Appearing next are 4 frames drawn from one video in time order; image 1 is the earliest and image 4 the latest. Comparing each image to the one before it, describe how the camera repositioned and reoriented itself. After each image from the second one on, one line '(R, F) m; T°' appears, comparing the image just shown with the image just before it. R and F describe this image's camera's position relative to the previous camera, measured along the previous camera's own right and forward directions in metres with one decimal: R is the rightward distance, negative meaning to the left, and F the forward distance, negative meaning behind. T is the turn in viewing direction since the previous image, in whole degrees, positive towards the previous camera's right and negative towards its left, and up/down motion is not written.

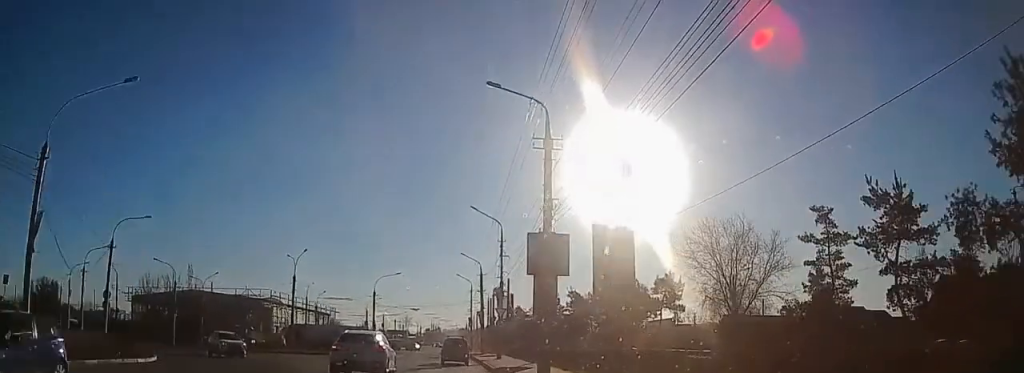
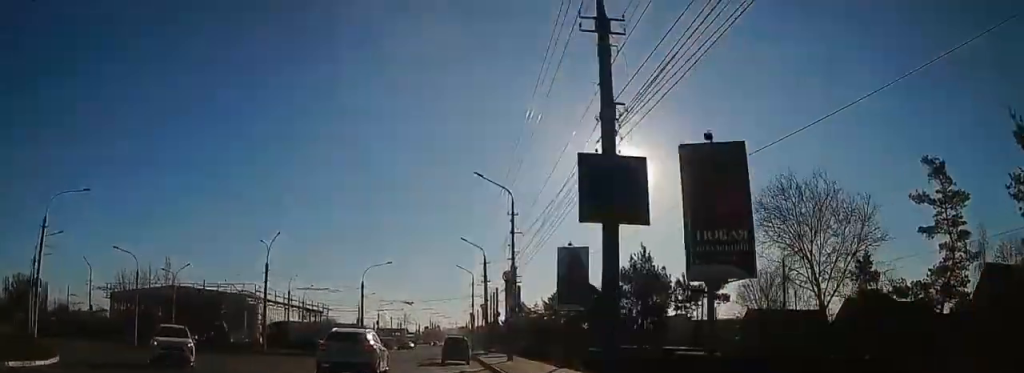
(+0.3, +9.4) m; +3°
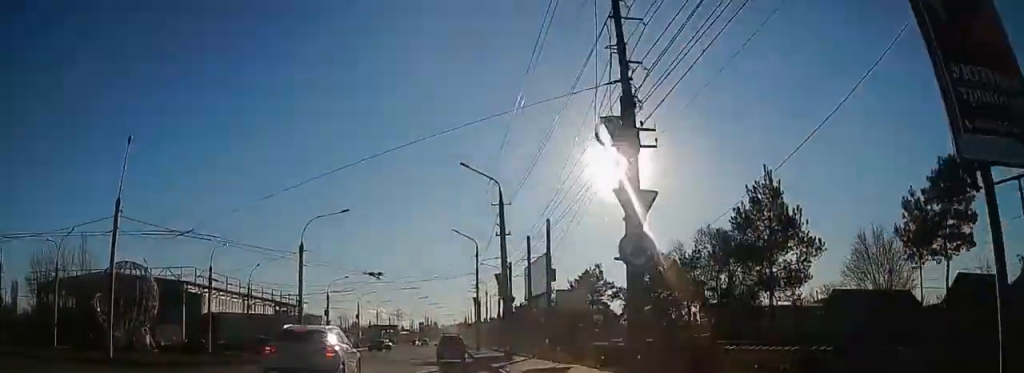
(+0.1, +26.0) m; -4°
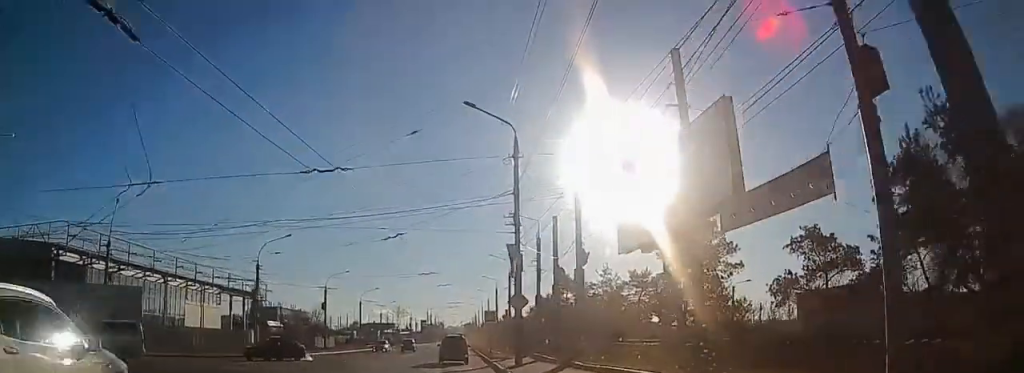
(-2.1, +33.1) m; -2°
